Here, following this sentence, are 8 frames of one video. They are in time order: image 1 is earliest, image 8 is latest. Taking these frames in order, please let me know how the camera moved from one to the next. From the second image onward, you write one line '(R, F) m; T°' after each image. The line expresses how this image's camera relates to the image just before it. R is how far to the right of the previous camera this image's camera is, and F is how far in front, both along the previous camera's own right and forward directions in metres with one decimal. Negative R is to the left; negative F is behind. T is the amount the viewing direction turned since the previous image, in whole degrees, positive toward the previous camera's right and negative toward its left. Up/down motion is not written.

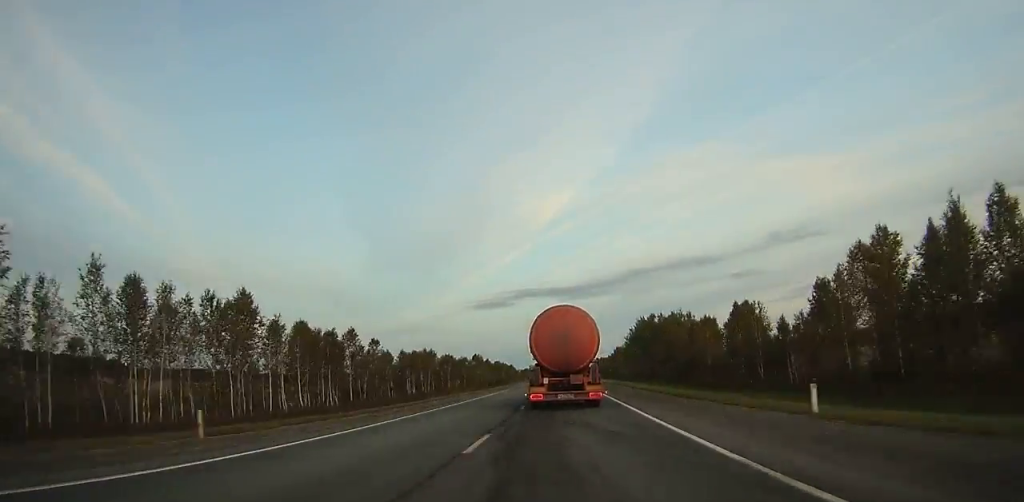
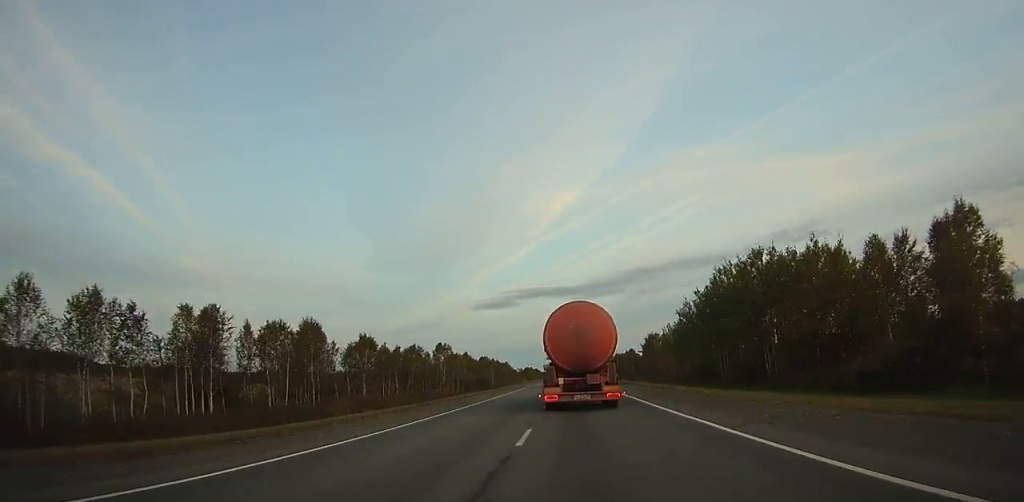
(-0.1, +59.8) m; 0°
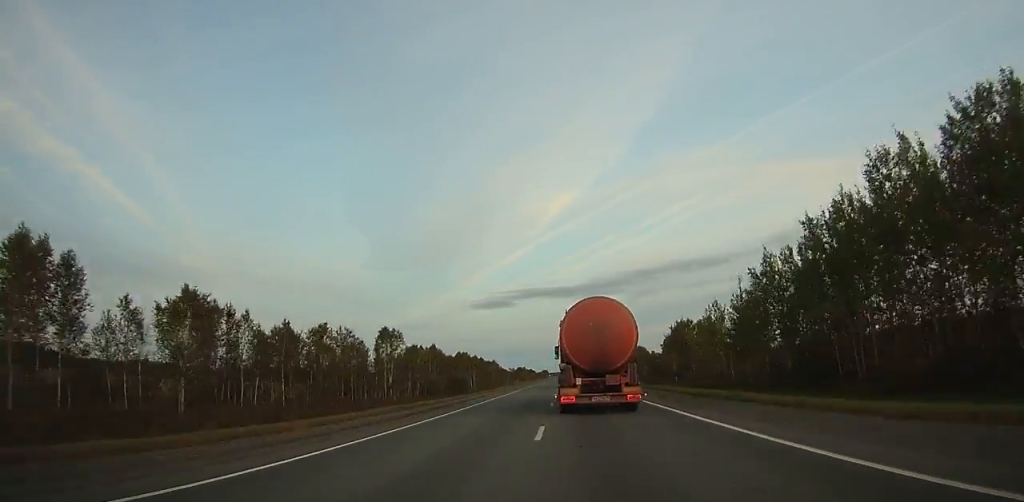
(-0.2, +35.4) m; 0°
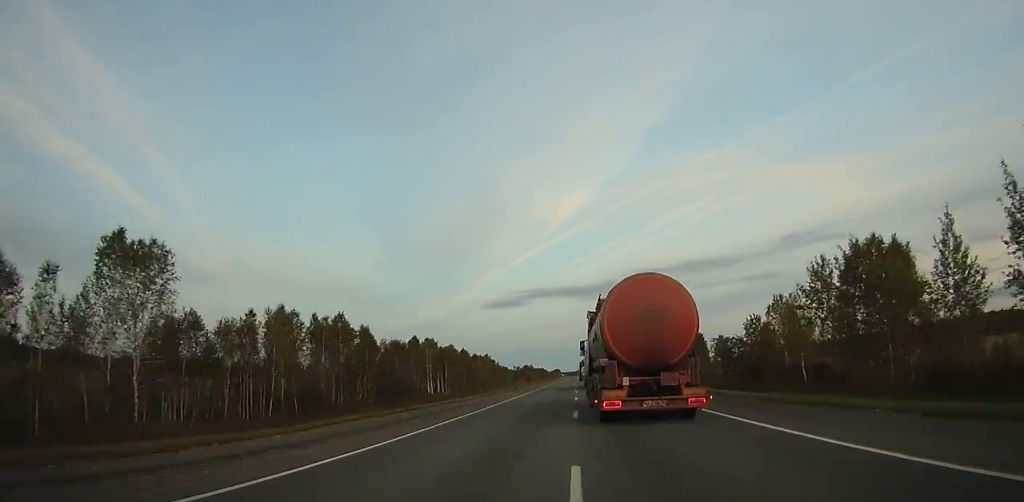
(0.0, +55.6) m; 0°
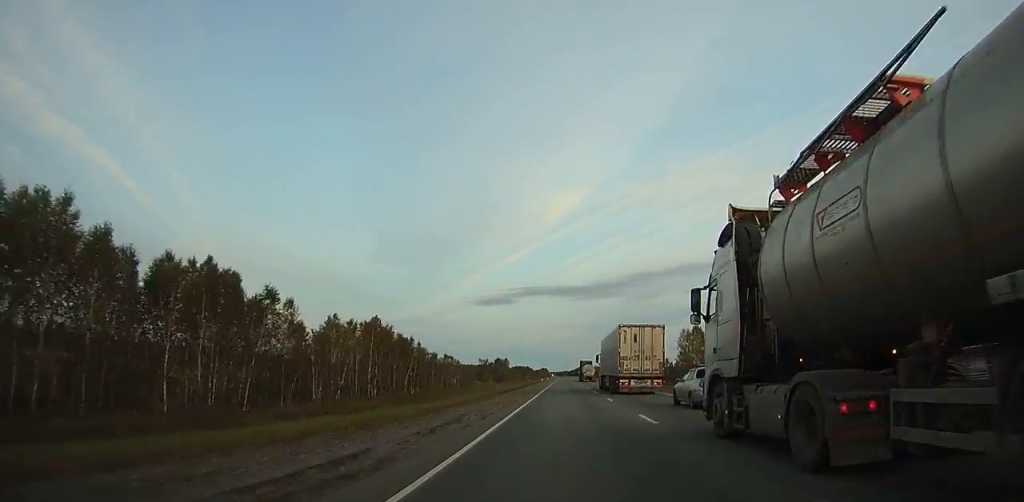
(+0.2, +97.0) m; 0°
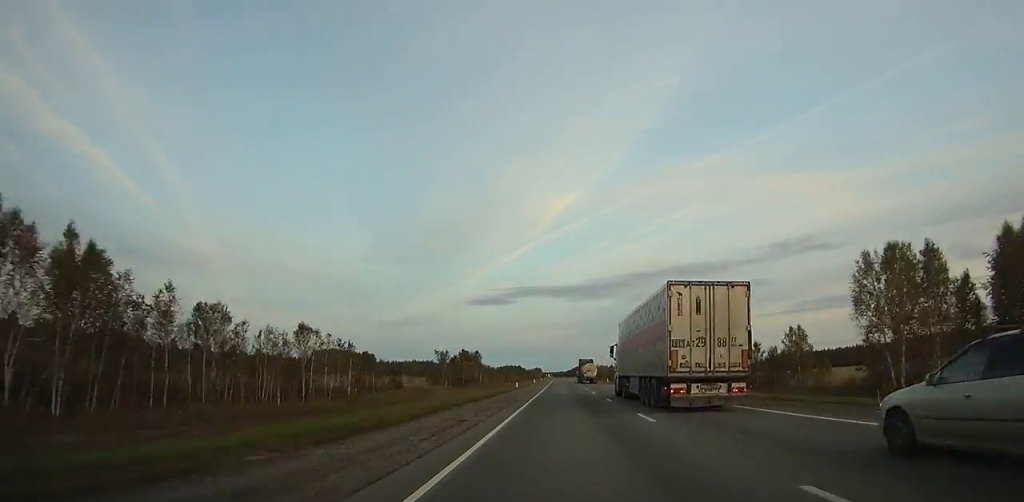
(+0.3, +70.0) m; 0°
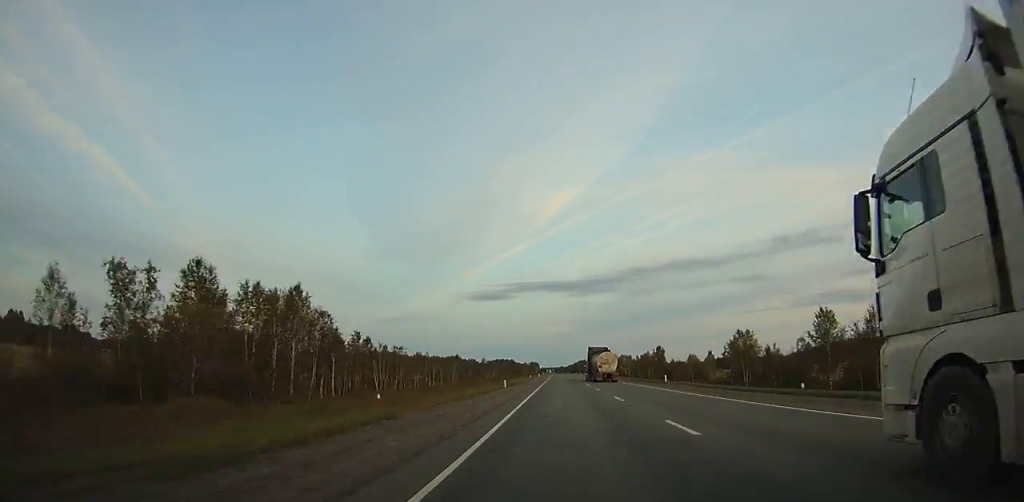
(+0.4, +108.0) m; 0°
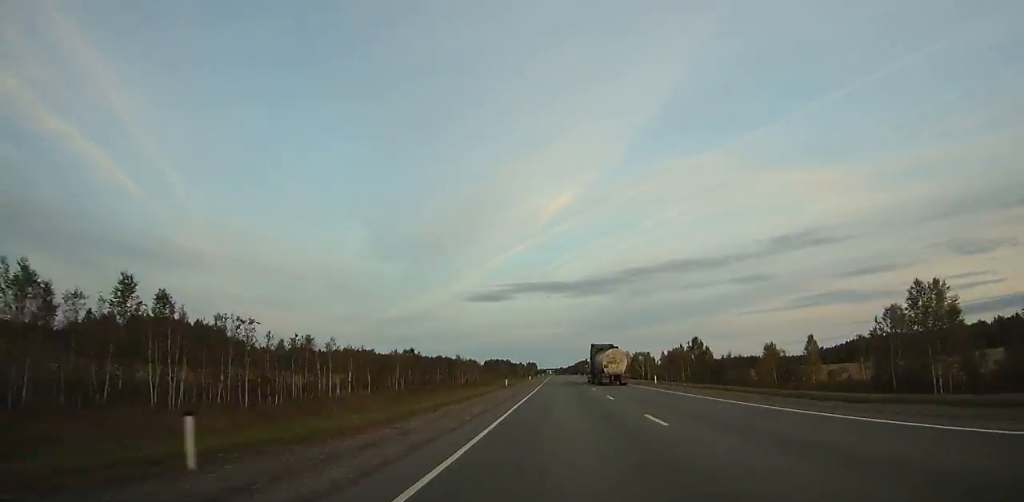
(0.0, +45.8) m; 0°
